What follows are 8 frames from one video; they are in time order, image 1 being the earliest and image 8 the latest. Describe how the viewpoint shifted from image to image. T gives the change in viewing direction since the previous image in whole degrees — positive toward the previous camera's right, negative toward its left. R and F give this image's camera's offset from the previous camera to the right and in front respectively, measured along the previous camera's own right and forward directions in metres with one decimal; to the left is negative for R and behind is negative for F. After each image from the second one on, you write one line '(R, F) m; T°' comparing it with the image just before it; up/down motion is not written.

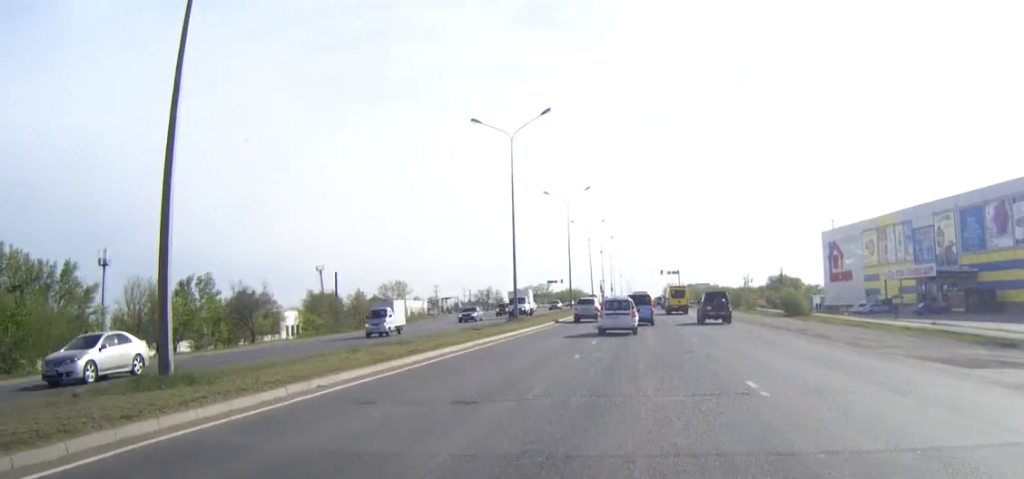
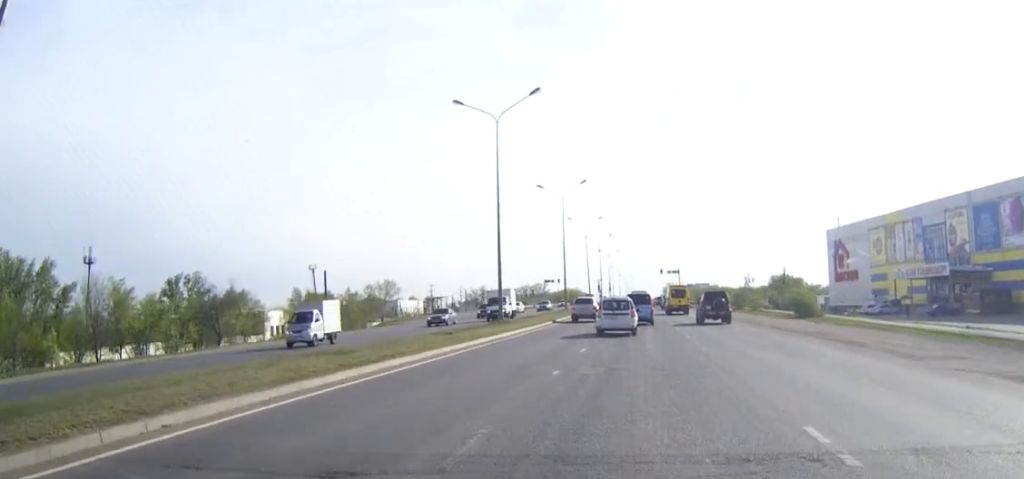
(+0.1, +5.4) m; 0°
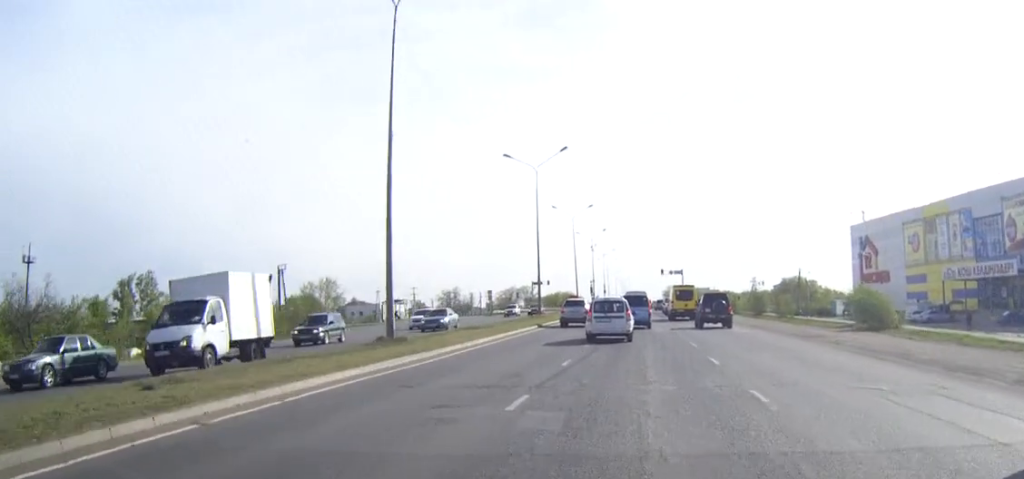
(-0.1, +21.0) m; 0°
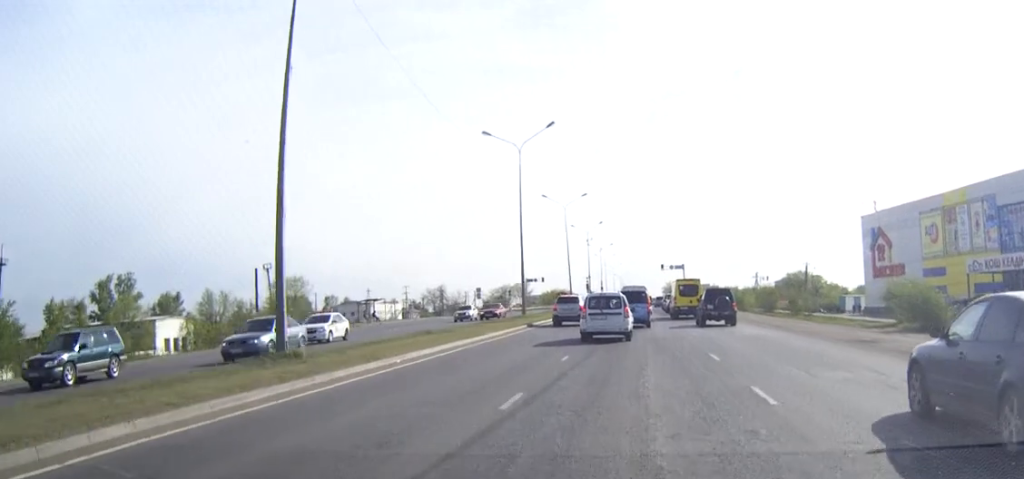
(0.0, +8.5) m; -1°
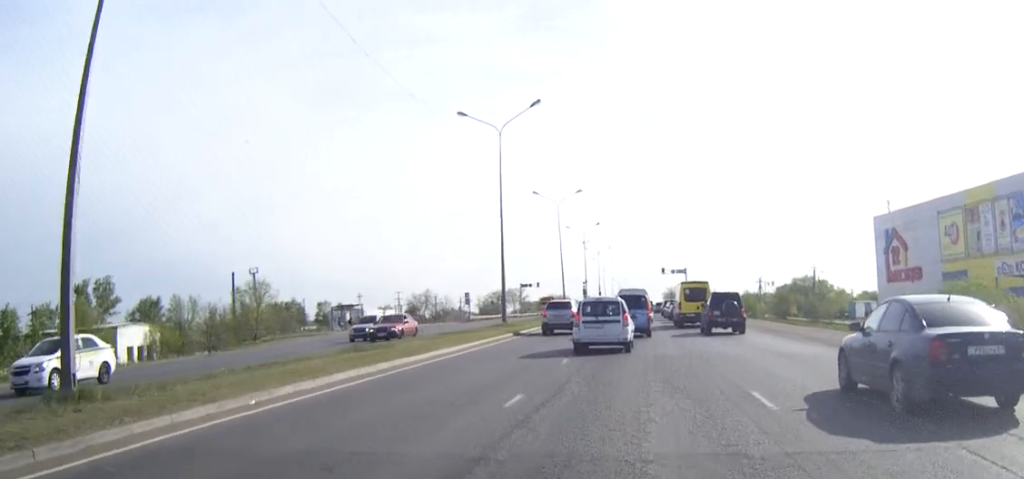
(-0.1, +8.1) m; -1°
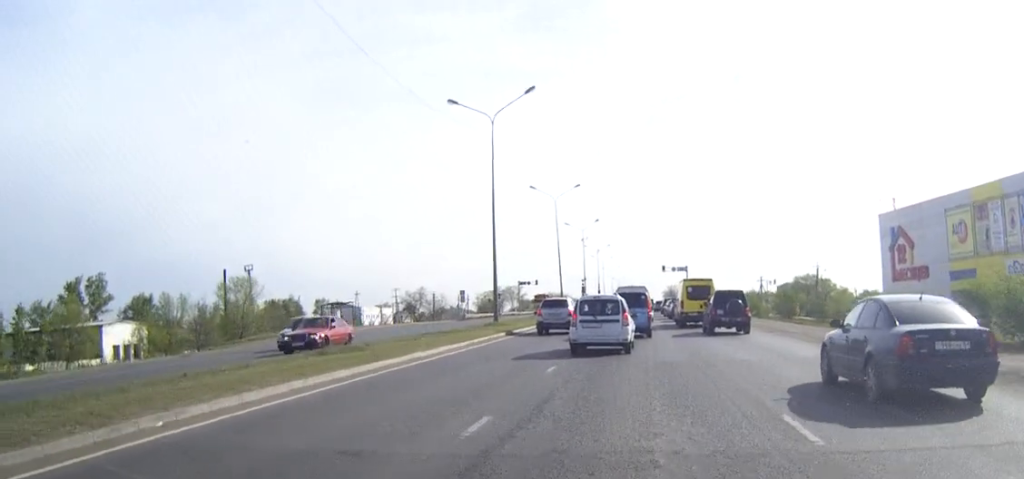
(0.0, +2.8) m; 0°
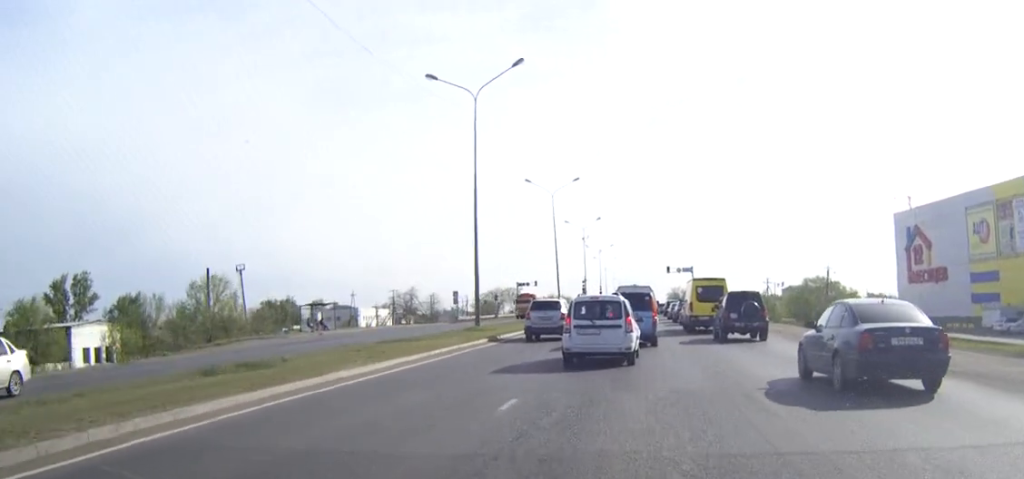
(0.0, +6.3) m; 0°
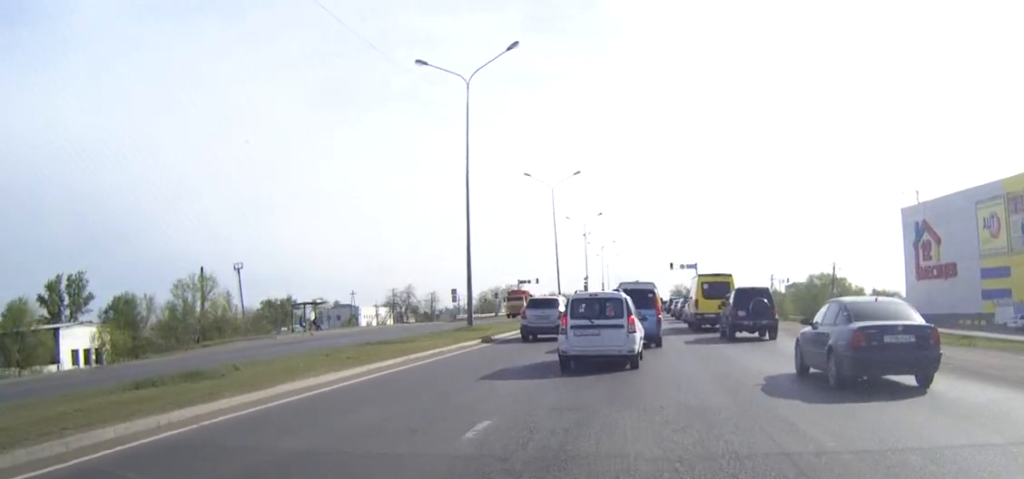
(0.0, +2.5) m; 0°
